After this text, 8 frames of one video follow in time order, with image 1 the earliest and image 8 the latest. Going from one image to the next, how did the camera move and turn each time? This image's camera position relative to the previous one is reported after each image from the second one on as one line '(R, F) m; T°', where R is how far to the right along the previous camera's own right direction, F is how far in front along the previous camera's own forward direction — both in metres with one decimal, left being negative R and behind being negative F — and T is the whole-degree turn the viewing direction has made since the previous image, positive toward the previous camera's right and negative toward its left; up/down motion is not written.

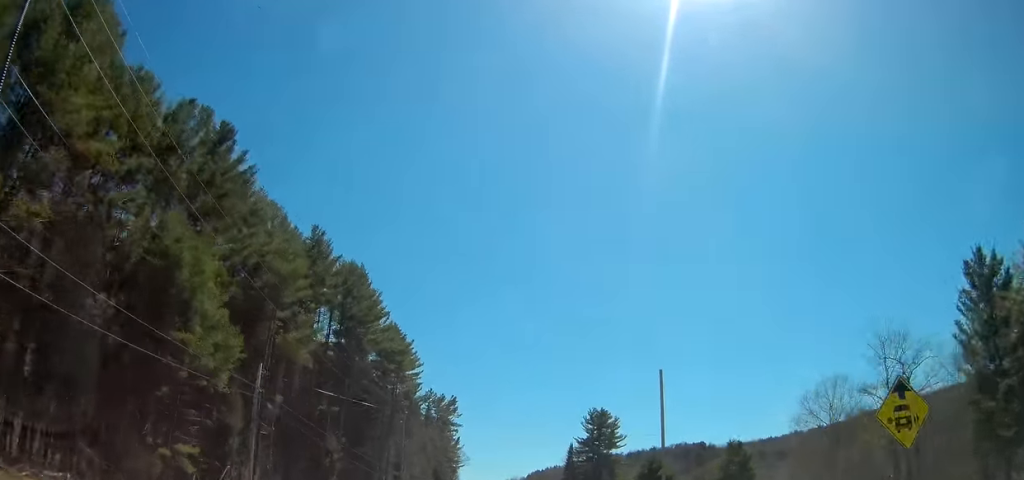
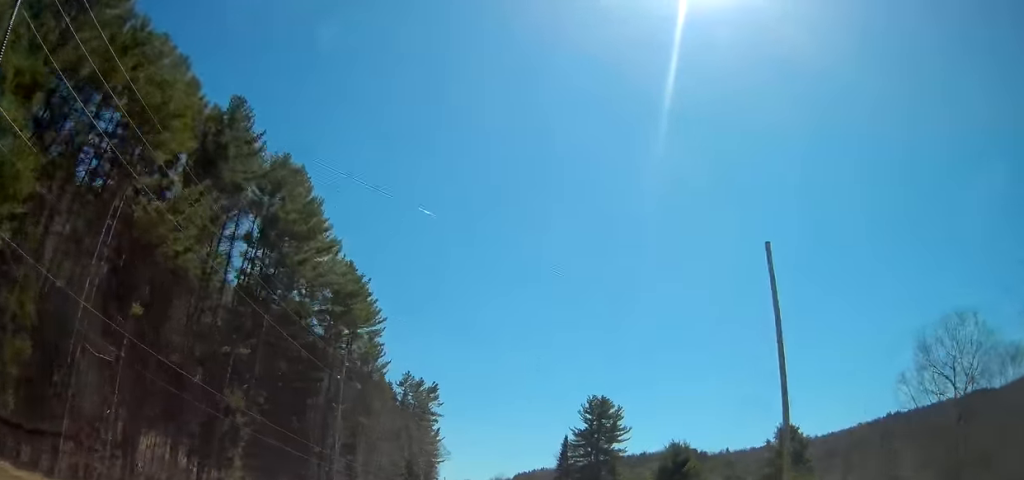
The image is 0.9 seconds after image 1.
(0.0, +23.1) m; 0°
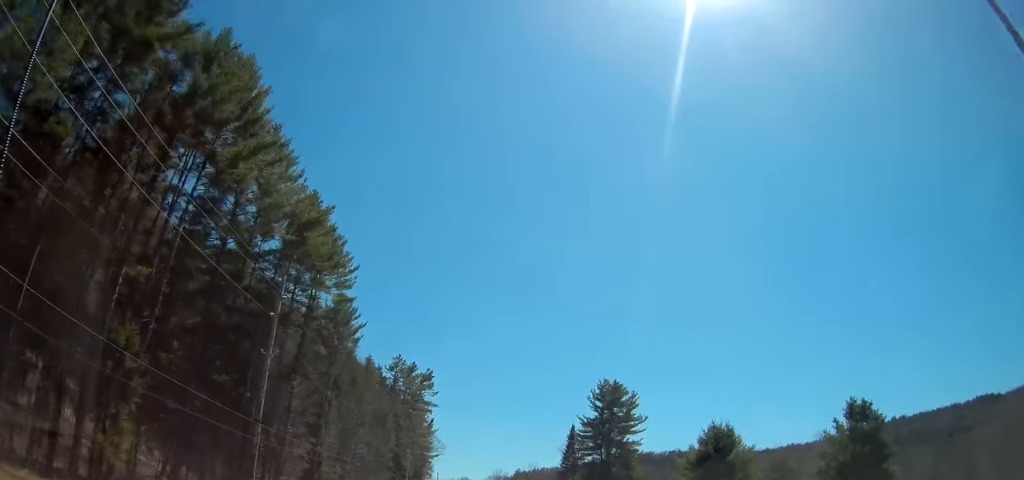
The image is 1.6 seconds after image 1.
(0.0, +16.5) m; 0°
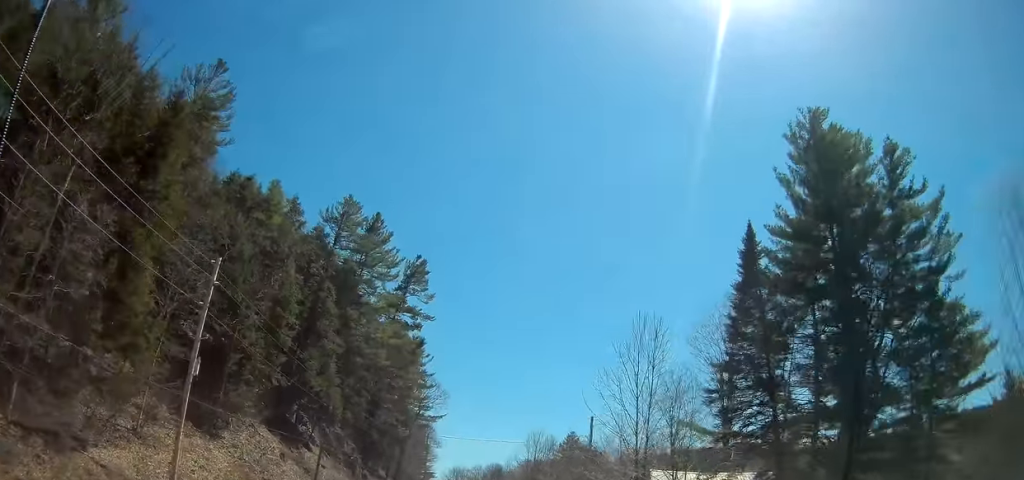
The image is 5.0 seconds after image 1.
(-0.6, +84.1) m; -3°
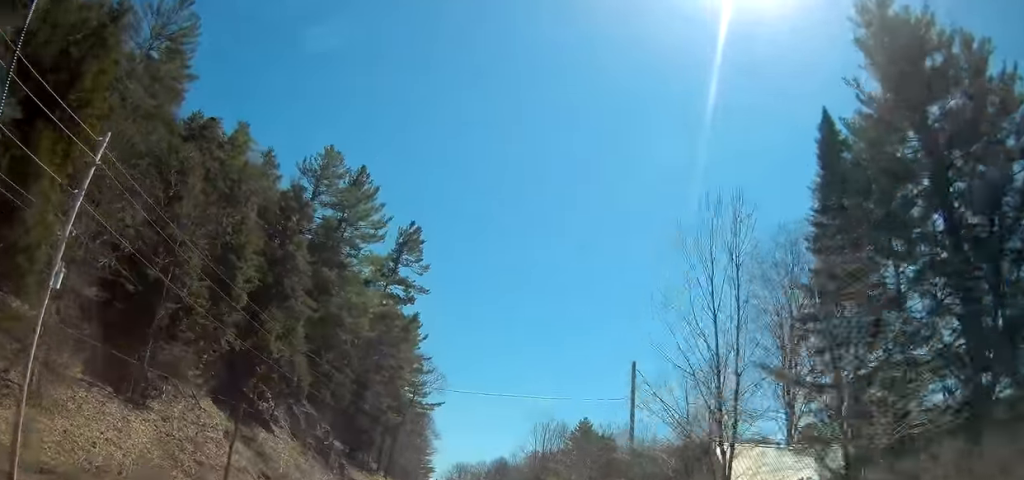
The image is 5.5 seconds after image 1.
(+0.1, +12.4) m; -2°
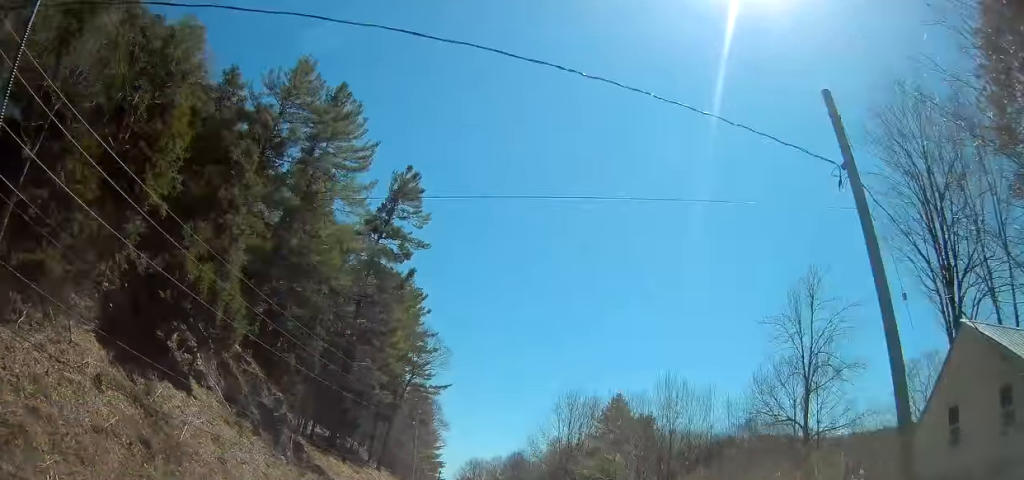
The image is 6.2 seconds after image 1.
(-0.8, +17.4) m; -2°
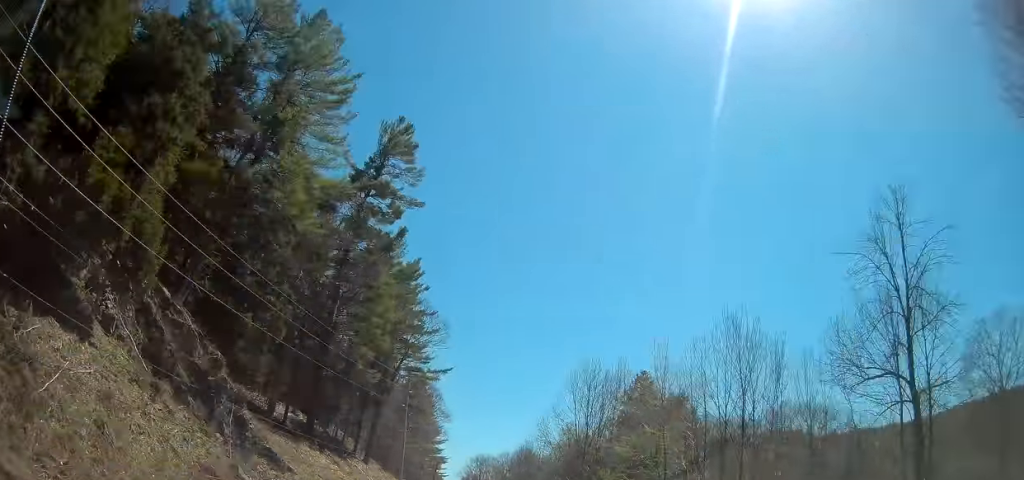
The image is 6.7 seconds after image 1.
(-0.1, +11.6) m; -1°
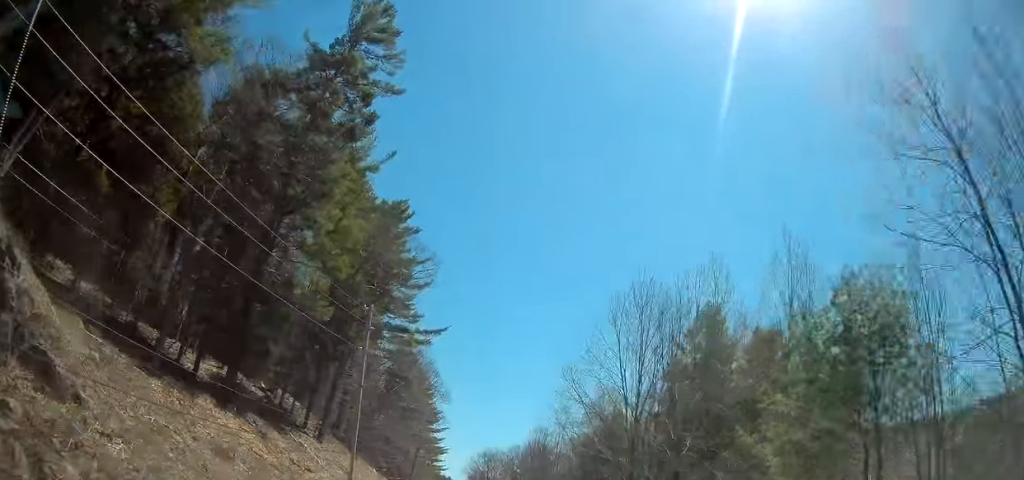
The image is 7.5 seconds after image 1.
(0.0, +21.6) m; 0°
